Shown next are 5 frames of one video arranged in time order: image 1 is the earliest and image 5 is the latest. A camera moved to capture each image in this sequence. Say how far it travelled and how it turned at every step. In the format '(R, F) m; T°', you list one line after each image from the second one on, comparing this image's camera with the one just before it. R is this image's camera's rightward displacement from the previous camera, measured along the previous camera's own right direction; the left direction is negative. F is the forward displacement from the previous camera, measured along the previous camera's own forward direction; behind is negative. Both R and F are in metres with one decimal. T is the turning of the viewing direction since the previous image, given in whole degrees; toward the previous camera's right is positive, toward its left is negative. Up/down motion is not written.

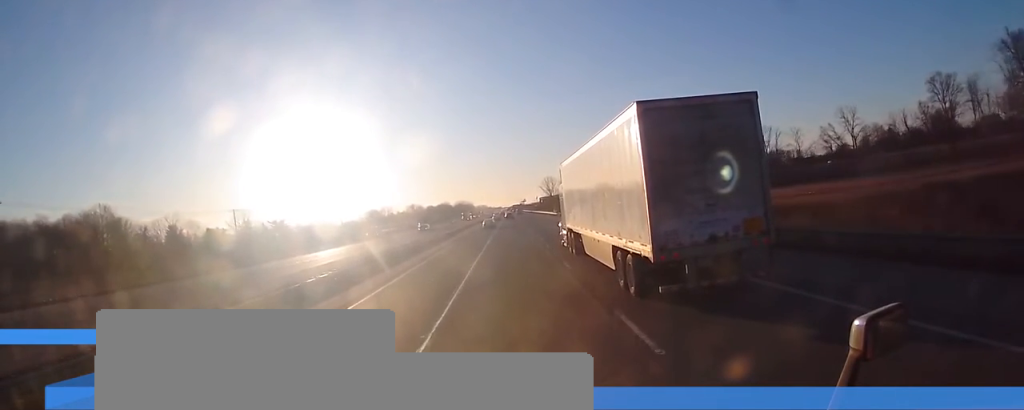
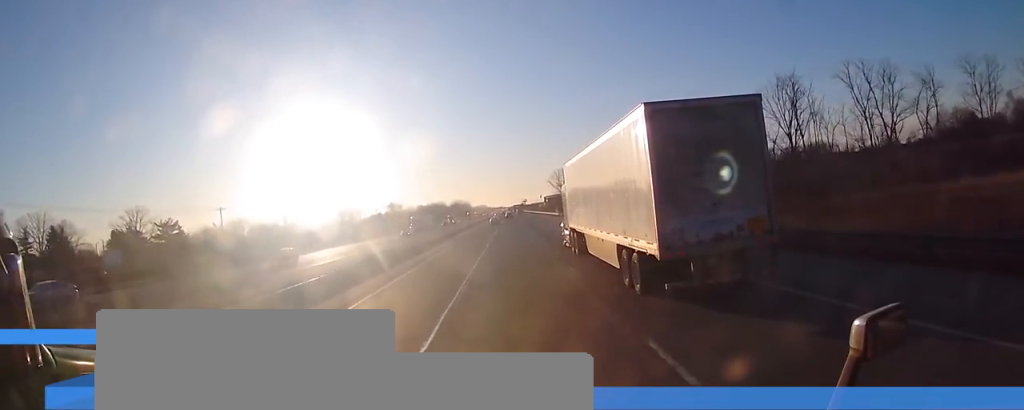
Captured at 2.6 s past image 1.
(+0.1, +74.8) m; 0°
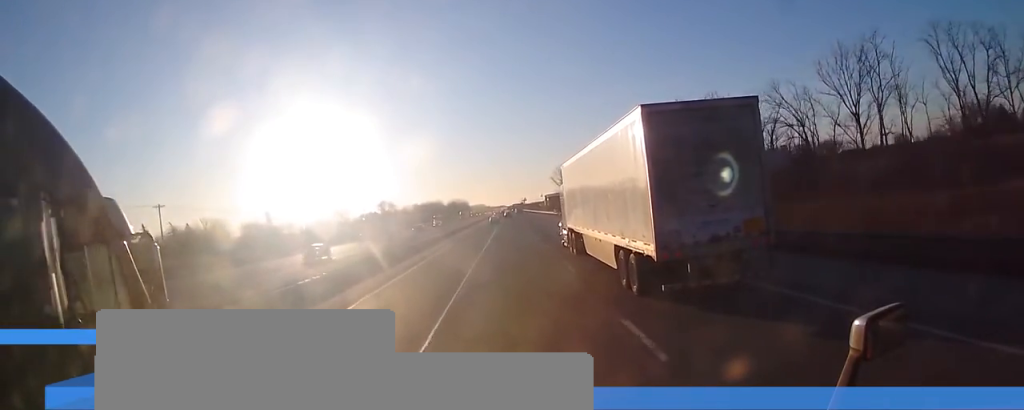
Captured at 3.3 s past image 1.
(-0.2, +22.4) m; -1°
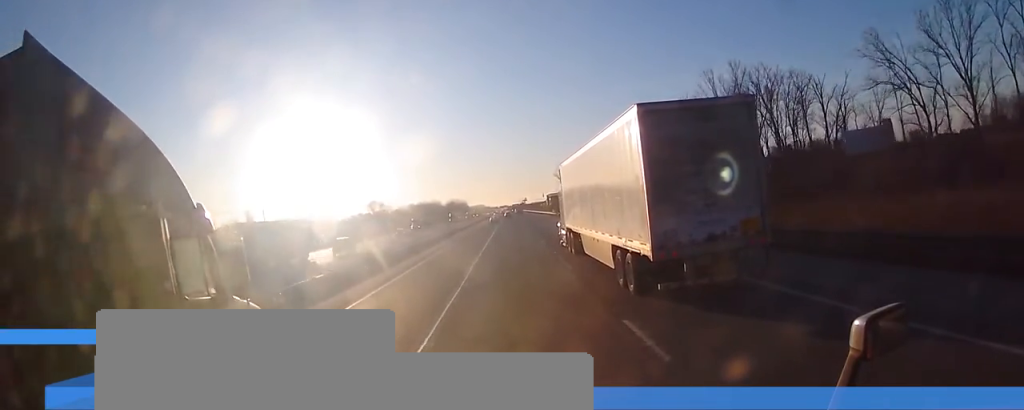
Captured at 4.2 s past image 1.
(-0.1, +24.2) m; 0°
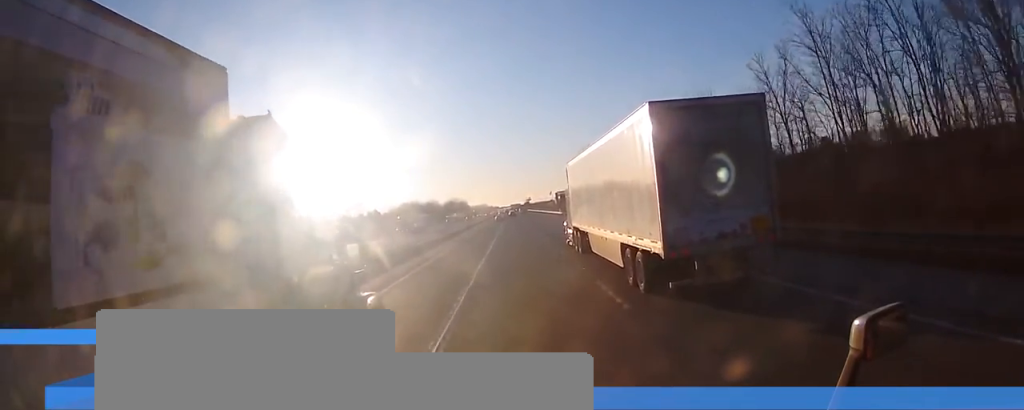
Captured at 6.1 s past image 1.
(+0.4, +55.7) m; +1°
